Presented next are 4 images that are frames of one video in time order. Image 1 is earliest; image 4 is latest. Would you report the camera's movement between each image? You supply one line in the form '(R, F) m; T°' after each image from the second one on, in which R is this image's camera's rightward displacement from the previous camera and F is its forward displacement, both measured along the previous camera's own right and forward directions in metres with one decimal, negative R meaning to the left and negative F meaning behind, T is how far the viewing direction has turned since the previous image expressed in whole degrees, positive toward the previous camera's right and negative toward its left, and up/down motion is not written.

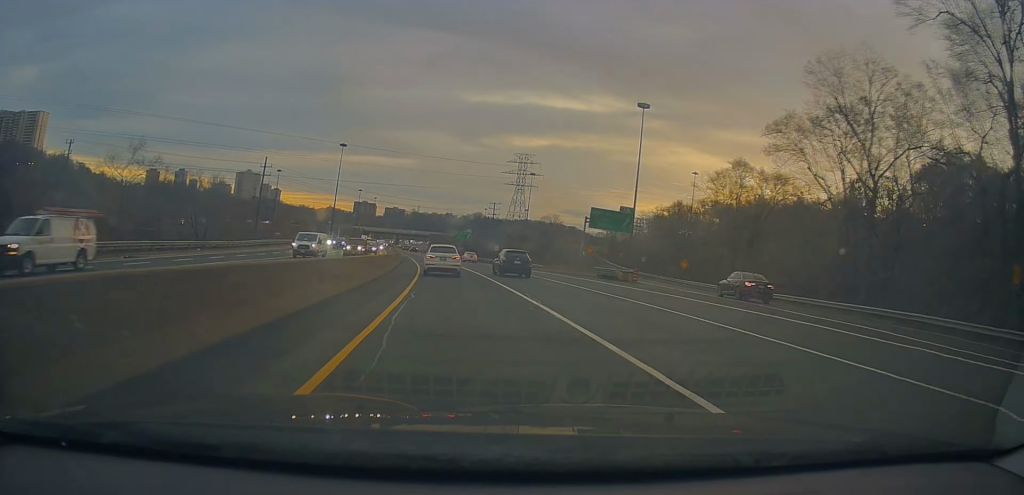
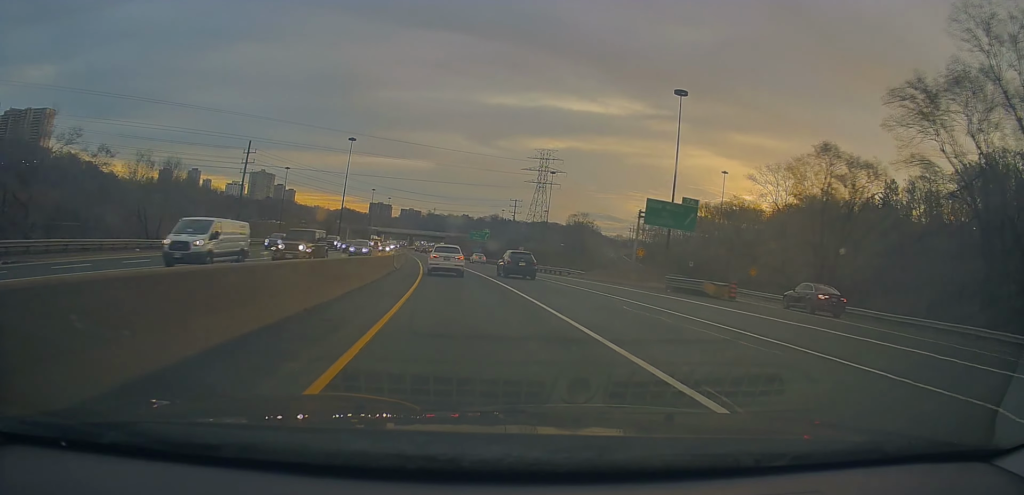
(-0.5, +12.9) m; -1°
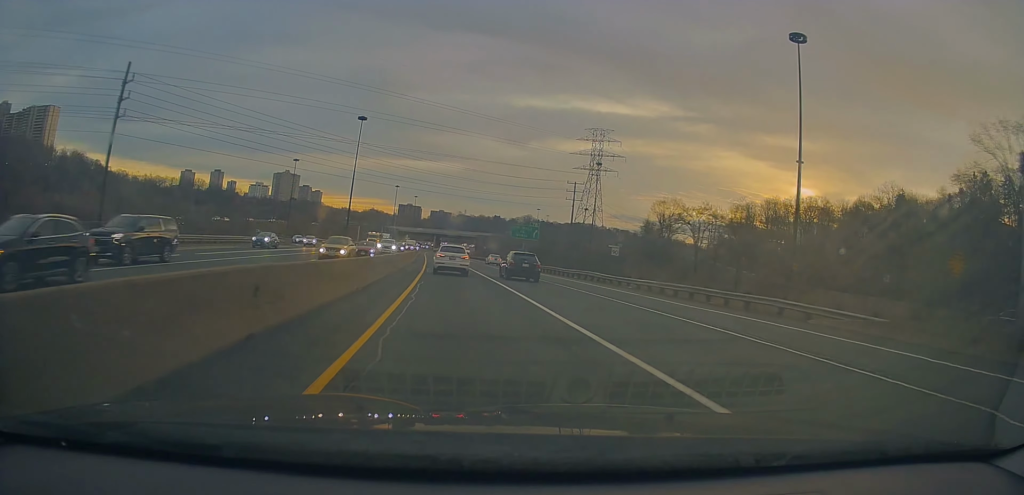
(-0.9, +33.9) m; -2°
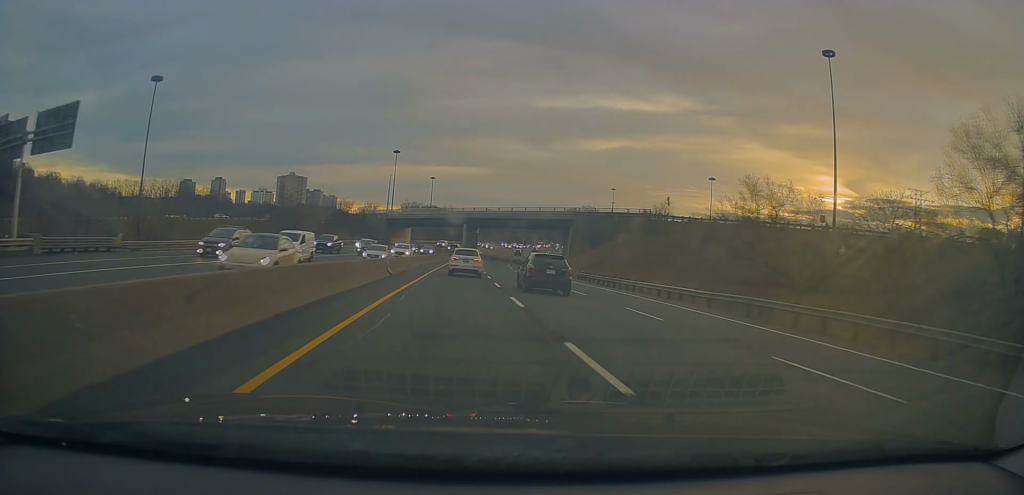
(-10.5, +142.0) m; -5°
